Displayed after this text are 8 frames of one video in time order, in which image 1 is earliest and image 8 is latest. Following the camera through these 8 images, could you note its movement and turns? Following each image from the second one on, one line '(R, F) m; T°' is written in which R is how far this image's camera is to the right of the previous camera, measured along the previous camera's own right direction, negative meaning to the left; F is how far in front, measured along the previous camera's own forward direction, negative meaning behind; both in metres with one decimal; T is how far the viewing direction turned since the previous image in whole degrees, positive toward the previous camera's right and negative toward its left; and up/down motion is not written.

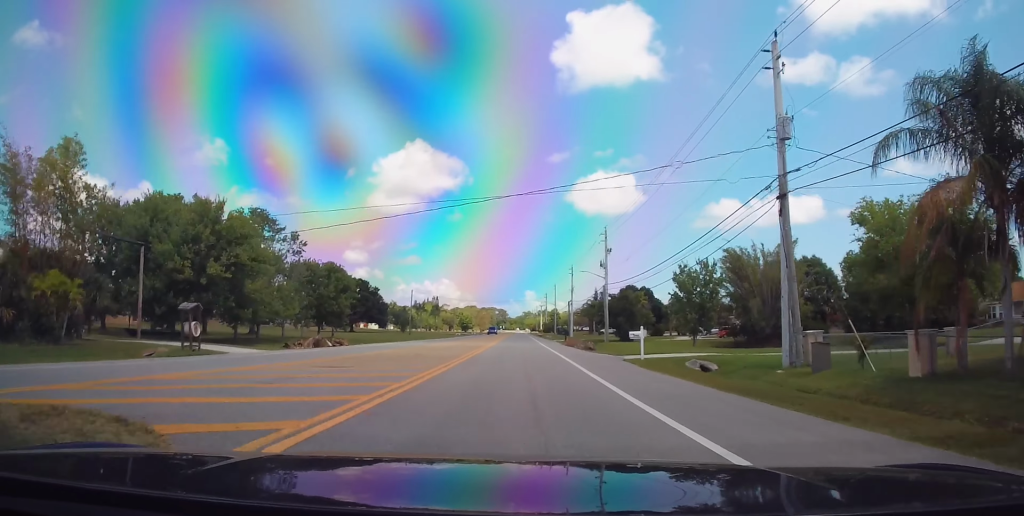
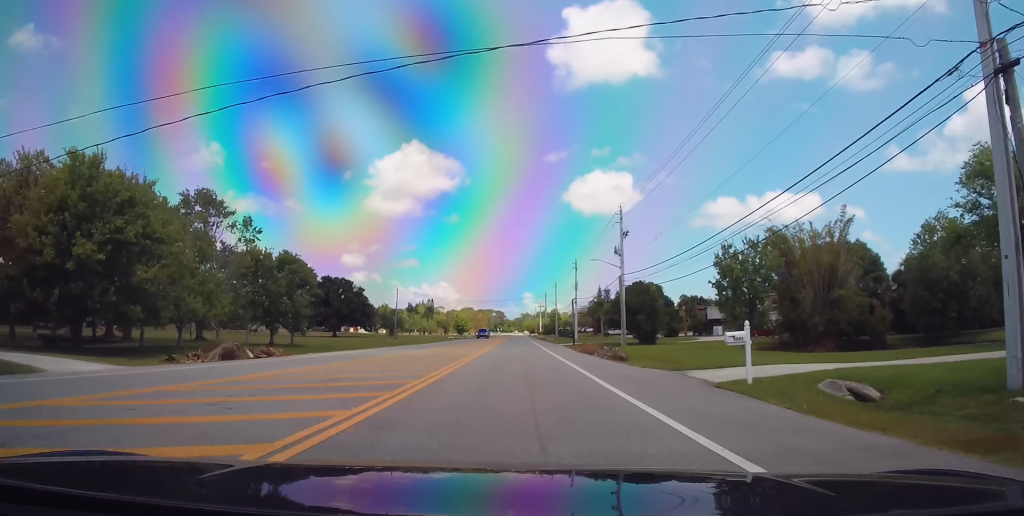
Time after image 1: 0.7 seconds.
(0.0, +12.8) m; 0°
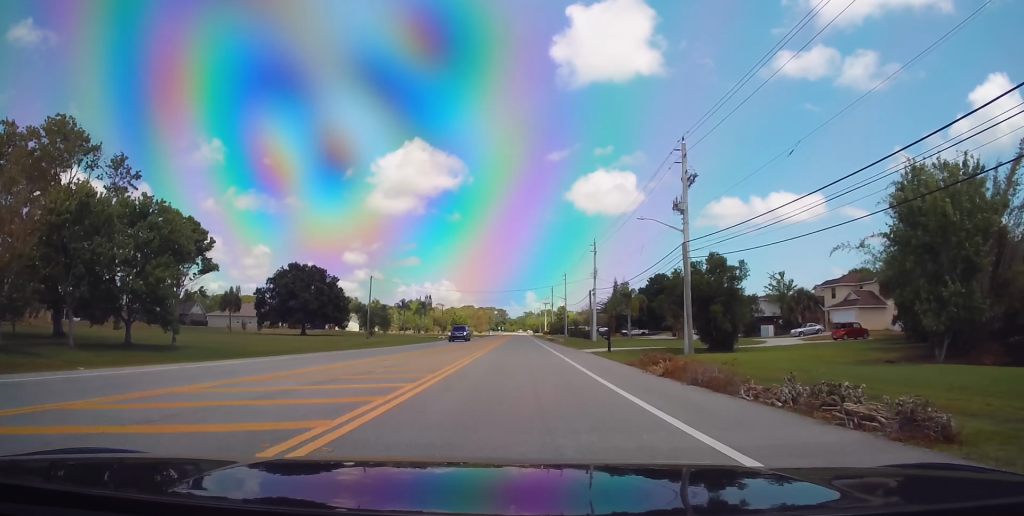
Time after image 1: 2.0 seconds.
(0.0, +22.2) m; -1°
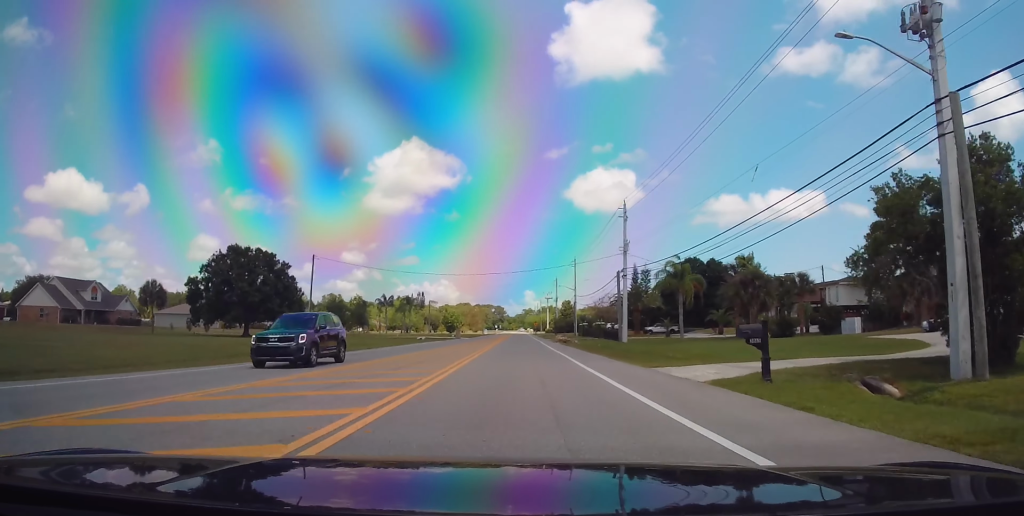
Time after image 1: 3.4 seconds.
(-0.3, +25.4) m; 0°
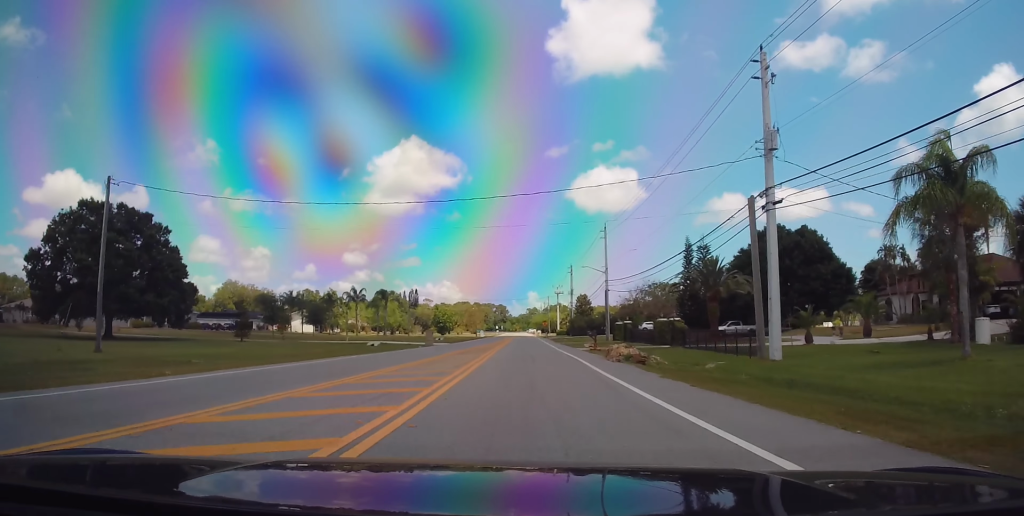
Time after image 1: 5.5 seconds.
(+0.7, +36.5) m; +1°
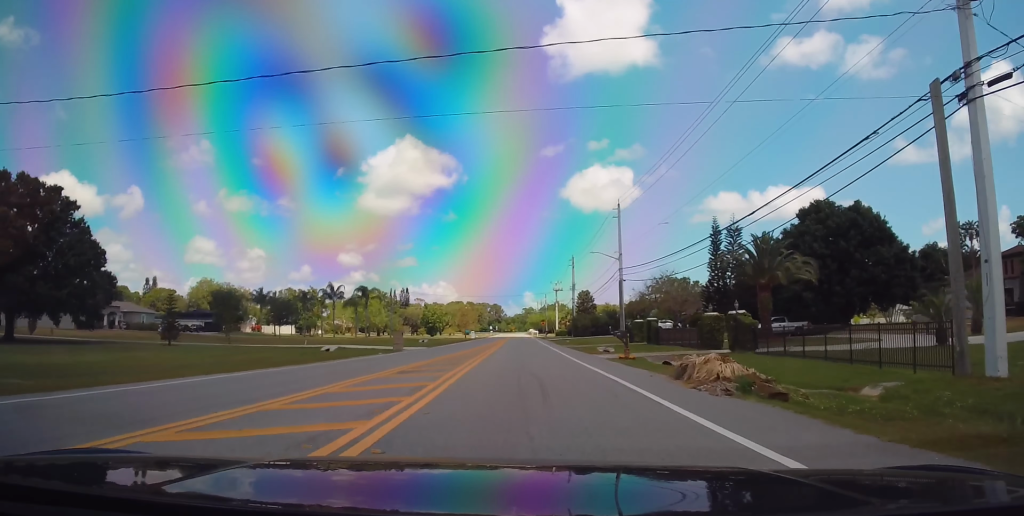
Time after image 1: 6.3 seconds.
(0.0, +13.9) m; 0°
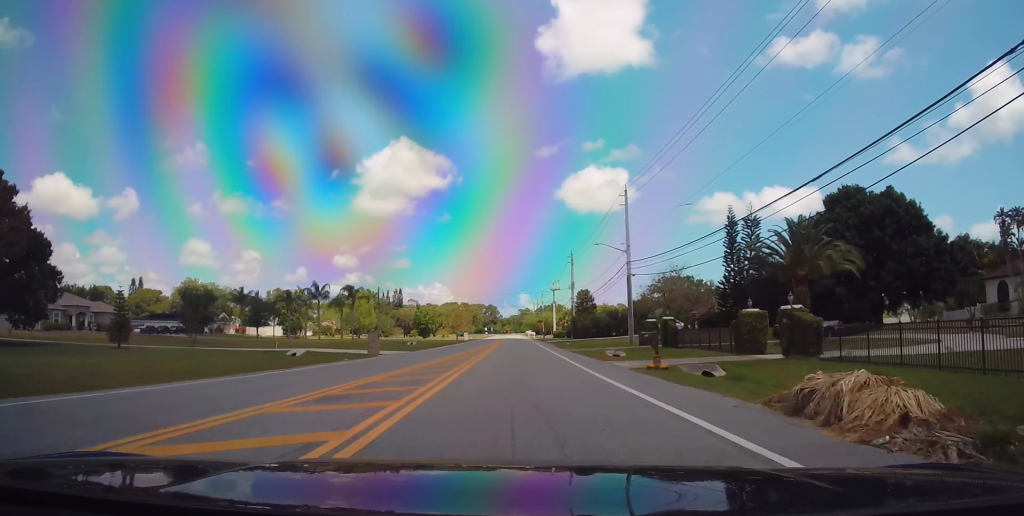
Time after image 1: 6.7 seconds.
(0.0, +6.9) m; 0°
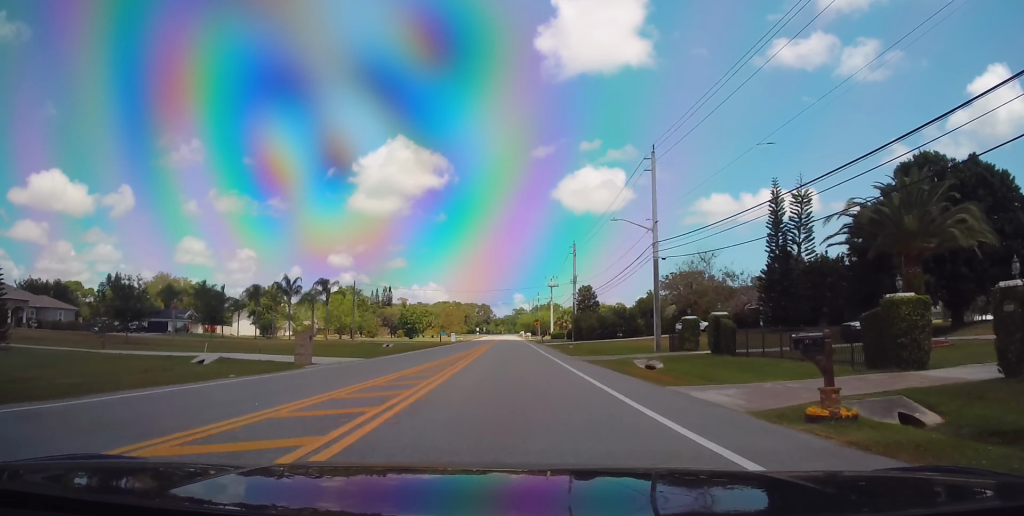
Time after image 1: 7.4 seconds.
(0.0, +12.6) m; 0°
